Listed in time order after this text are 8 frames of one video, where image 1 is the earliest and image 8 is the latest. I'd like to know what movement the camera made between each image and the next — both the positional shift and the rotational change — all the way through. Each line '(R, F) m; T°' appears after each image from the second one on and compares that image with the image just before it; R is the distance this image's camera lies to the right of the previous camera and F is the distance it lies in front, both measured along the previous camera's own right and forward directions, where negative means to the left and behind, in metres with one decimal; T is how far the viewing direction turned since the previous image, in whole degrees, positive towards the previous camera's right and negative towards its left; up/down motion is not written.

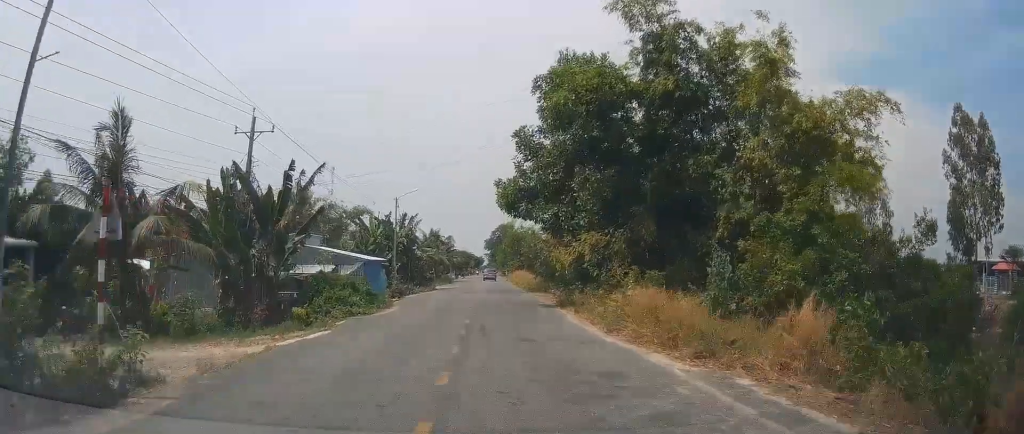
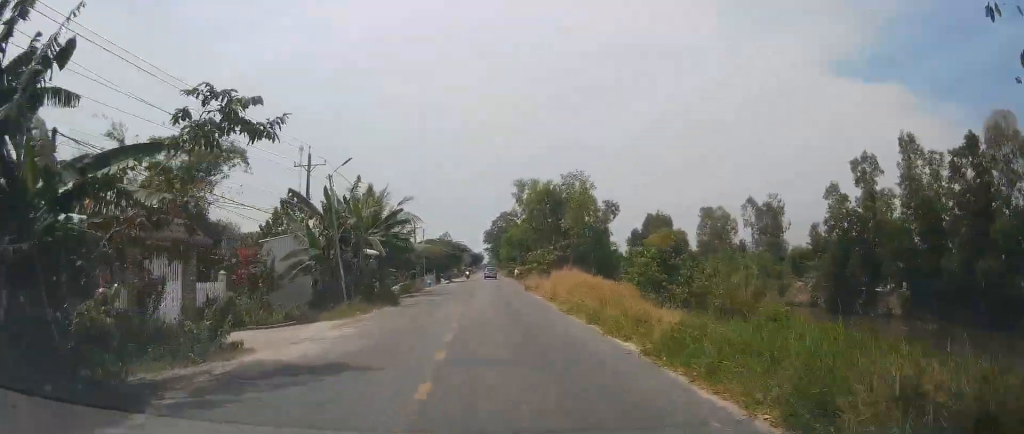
(+0.4, +43.5) m; +1°
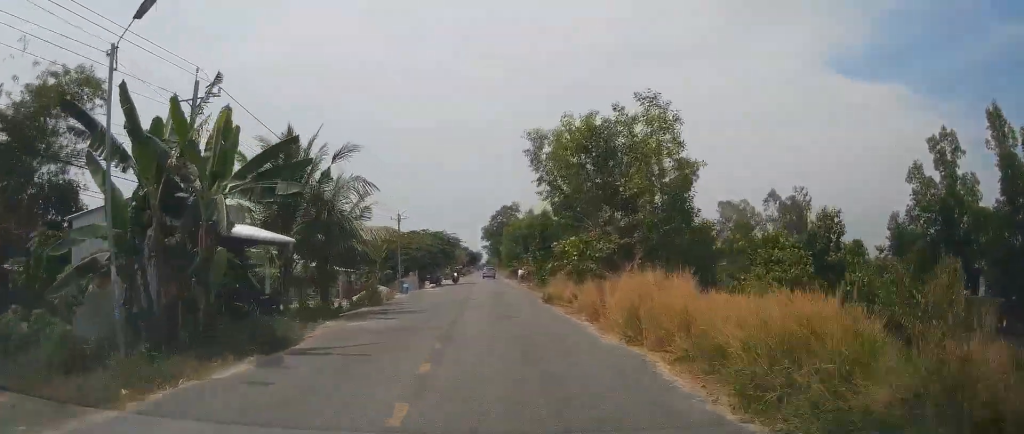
(-0.1, +16.1) m; -1°
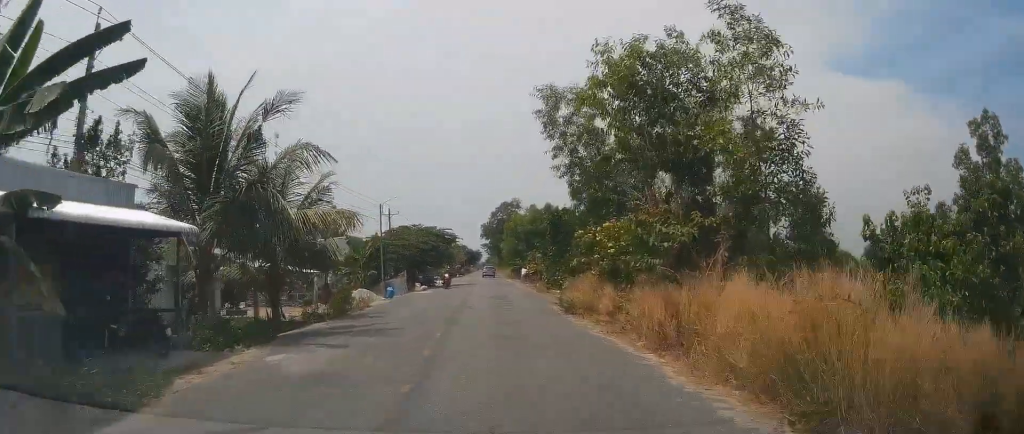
(-0.3, +7.7) m; -1°
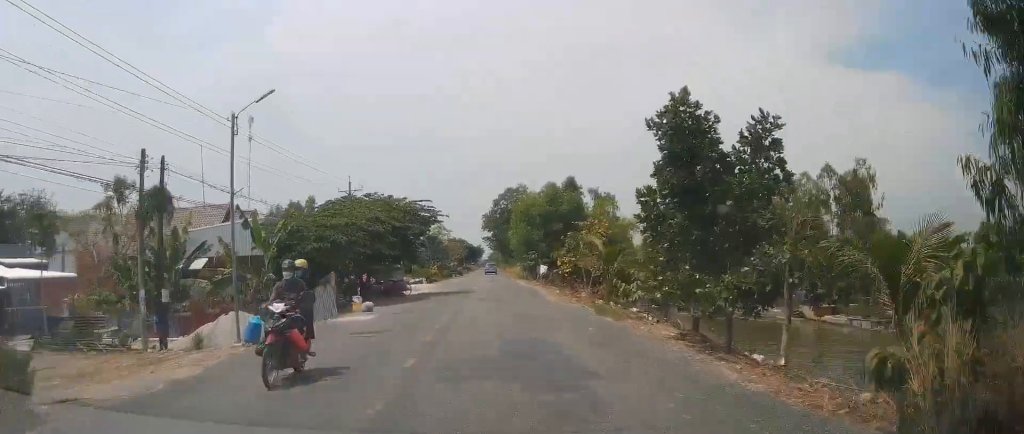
(+0.3, +22.5) m; +2°
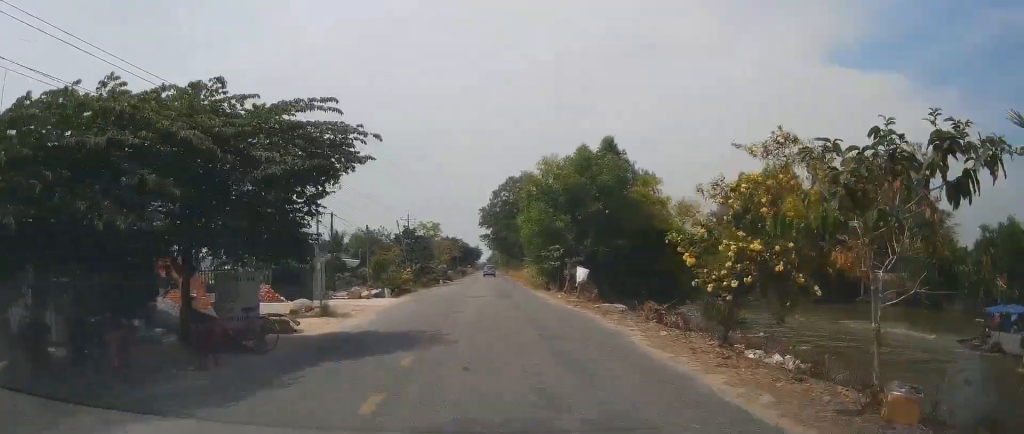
(+0.2, +20.7) m; 0°
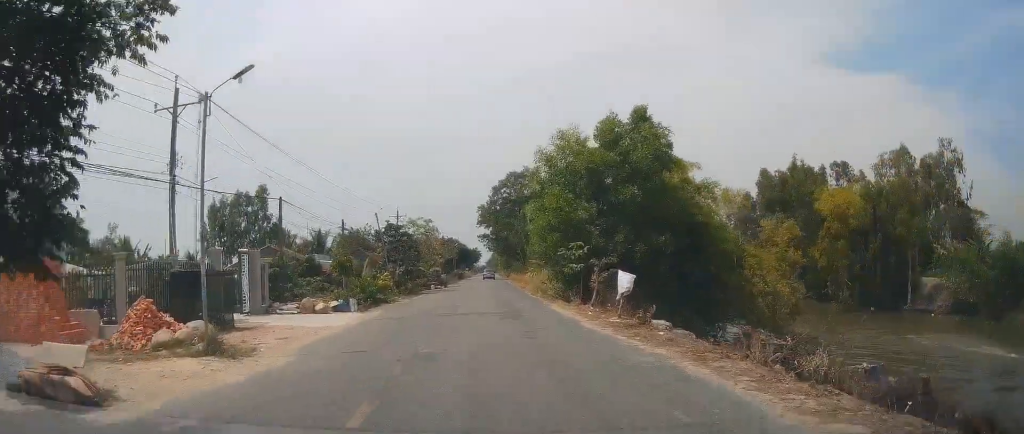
(+0.1, +9.6) m; -1°
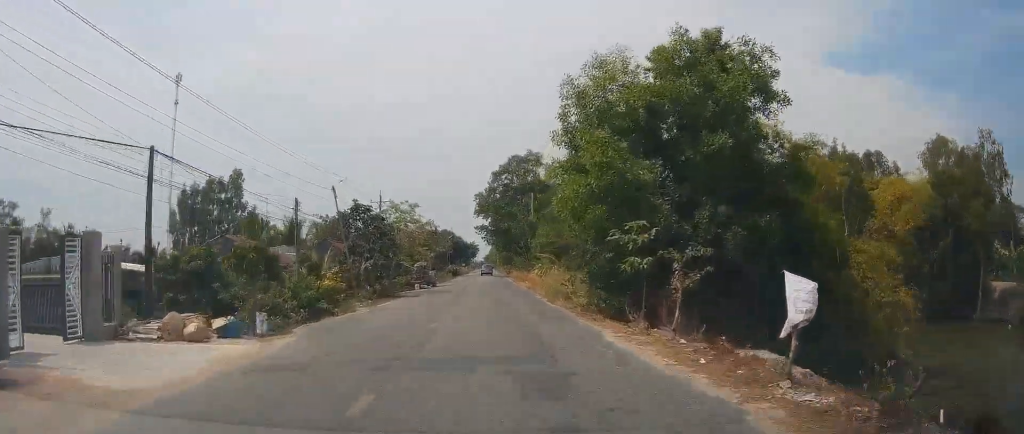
(-0.2, +11.1) m; -2°
